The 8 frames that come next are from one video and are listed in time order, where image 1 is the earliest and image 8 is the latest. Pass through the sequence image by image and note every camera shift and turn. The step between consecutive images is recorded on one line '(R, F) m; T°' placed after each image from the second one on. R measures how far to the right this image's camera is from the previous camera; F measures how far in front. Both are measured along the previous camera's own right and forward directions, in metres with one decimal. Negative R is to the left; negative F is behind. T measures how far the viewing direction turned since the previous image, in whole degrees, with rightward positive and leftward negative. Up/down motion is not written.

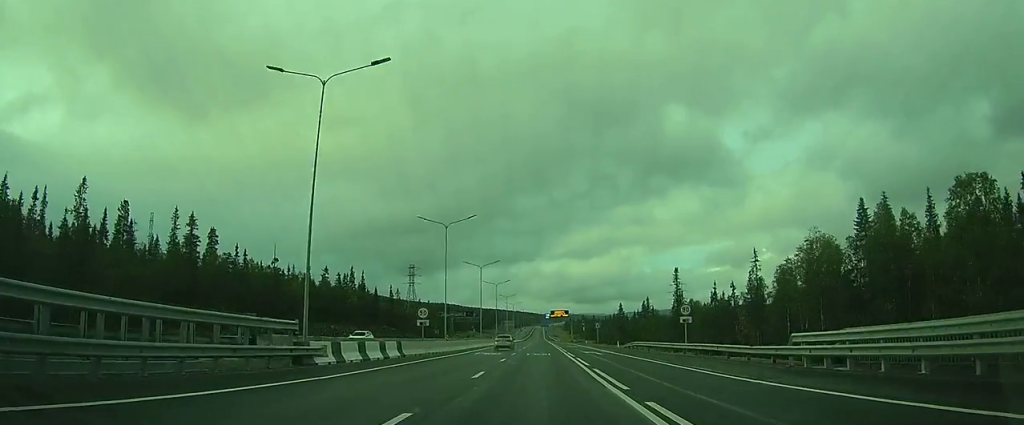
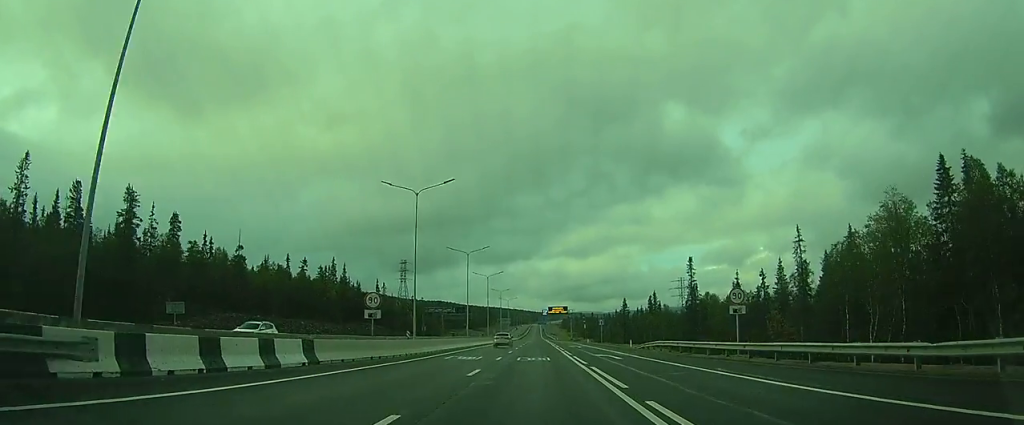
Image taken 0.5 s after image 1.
(0.0, +12.2) m; 0°
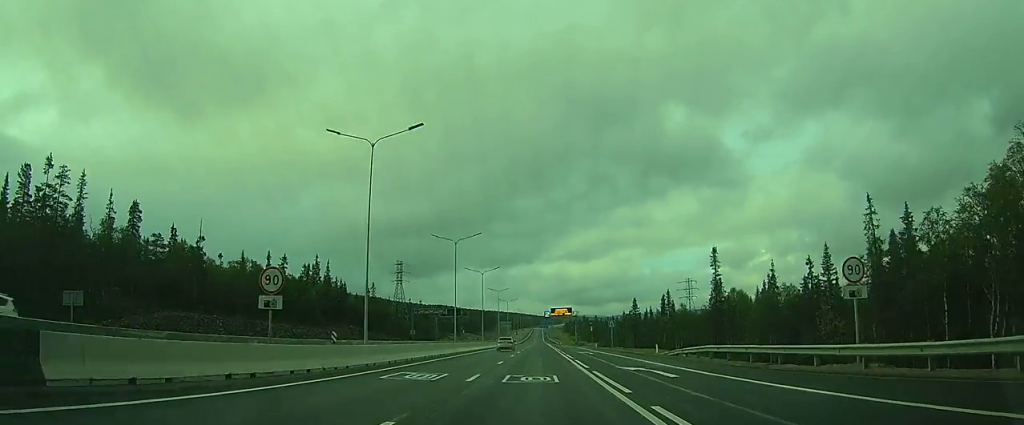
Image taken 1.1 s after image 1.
(0.0, +12.3) m; 0°
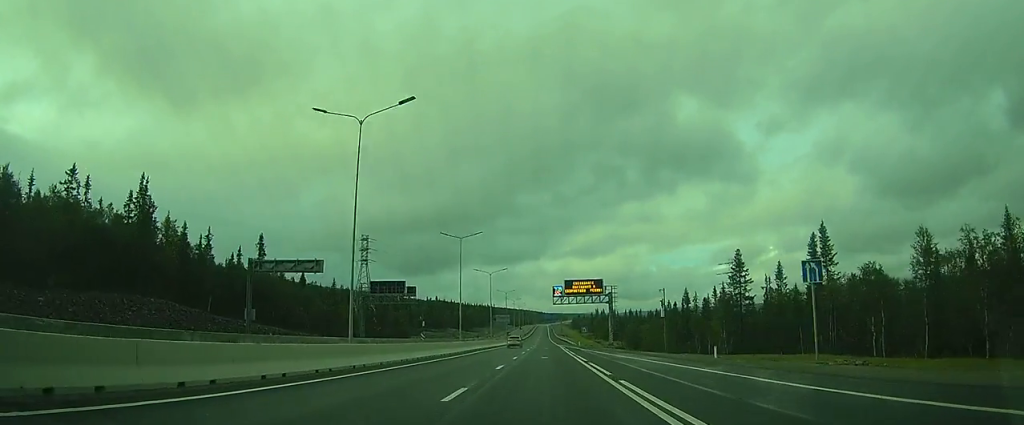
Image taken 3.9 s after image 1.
(0.0, +65.4) m; 0°
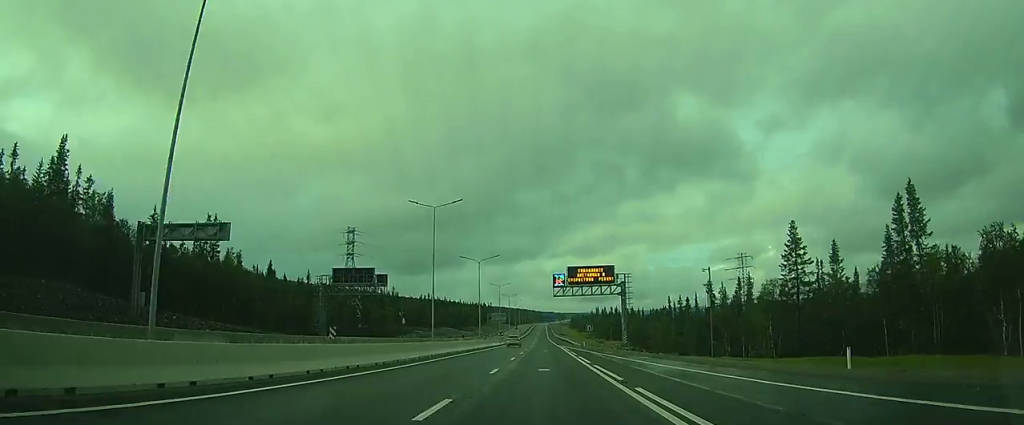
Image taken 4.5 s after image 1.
(0.0, +14.7) m; 0°
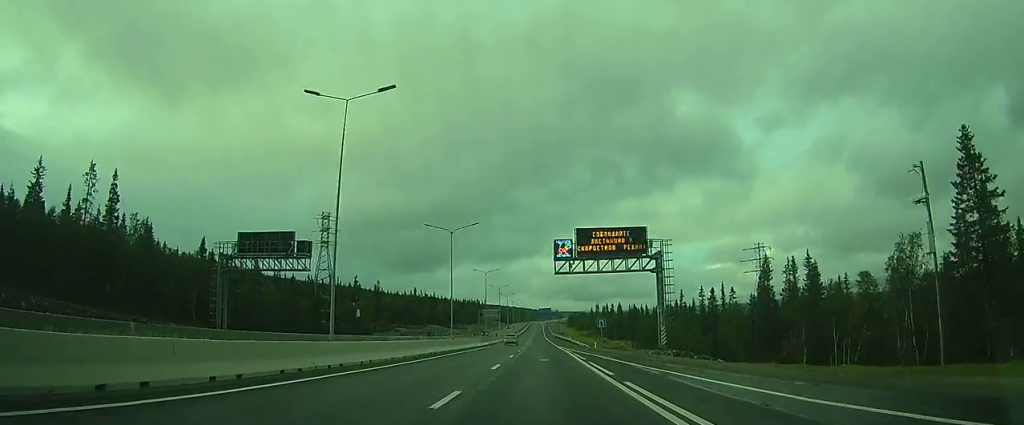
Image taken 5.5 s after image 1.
(0.0, +22.6) m; 0°
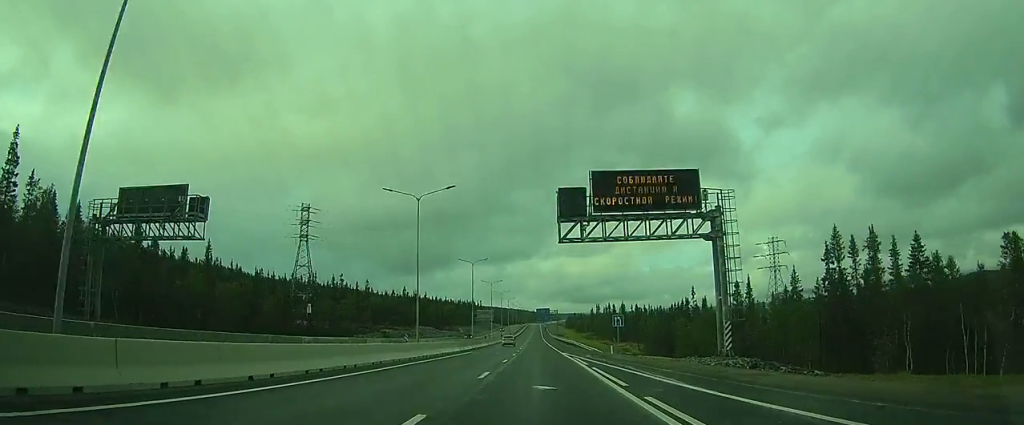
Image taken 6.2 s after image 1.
(0.0, +15.6) m; 0°
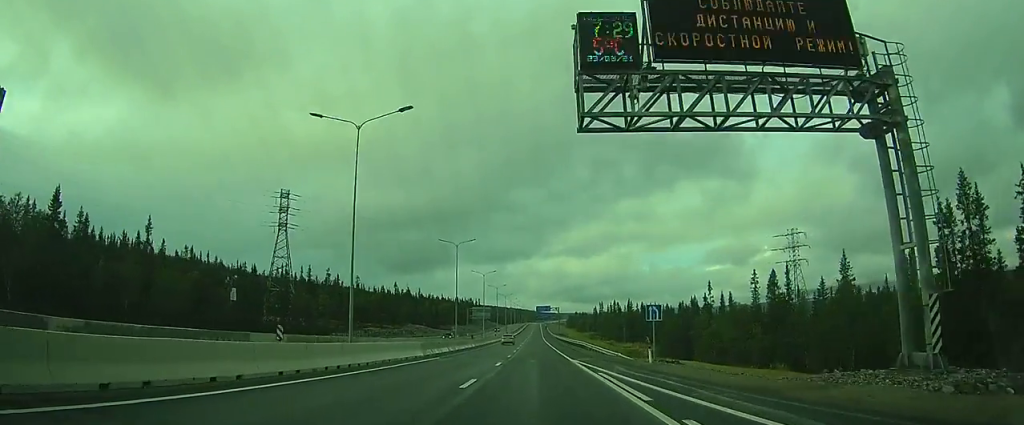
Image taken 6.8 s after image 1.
(0.0, +15.6) m; 0°
